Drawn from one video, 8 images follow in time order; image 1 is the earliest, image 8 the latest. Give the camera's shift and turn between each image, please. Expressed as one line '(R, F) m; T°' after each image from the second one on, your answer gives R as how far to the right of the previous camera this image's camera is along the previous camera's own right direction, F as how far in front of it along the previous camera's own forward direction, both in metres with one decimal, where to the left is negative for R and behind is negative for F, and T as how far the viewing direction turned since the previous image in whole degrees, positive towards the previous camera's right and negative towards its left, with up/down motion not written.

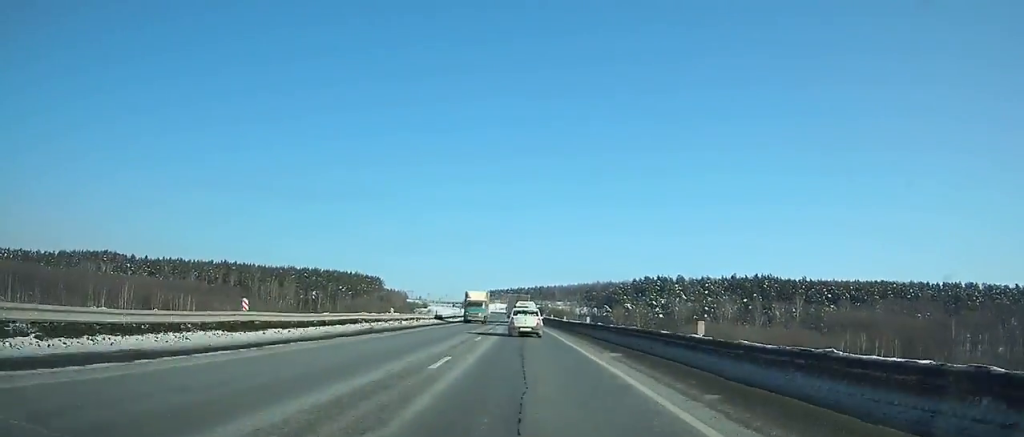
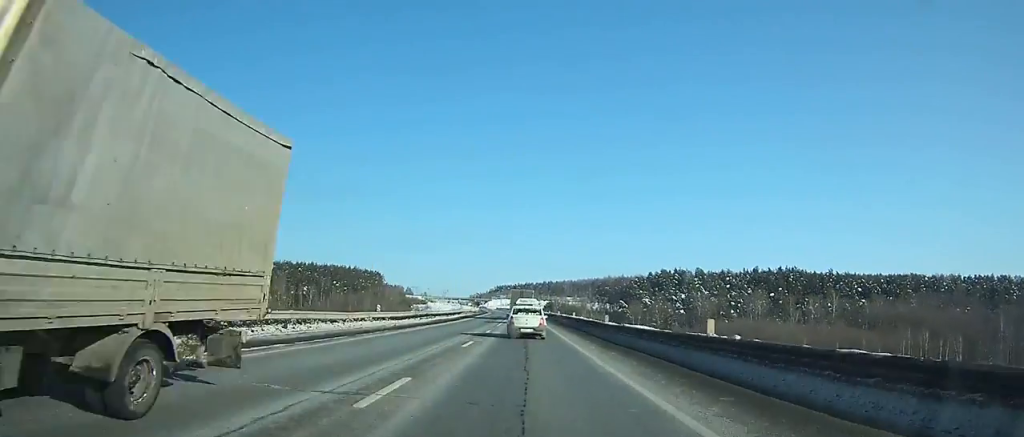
(-0.3, +27.9) m; -1°
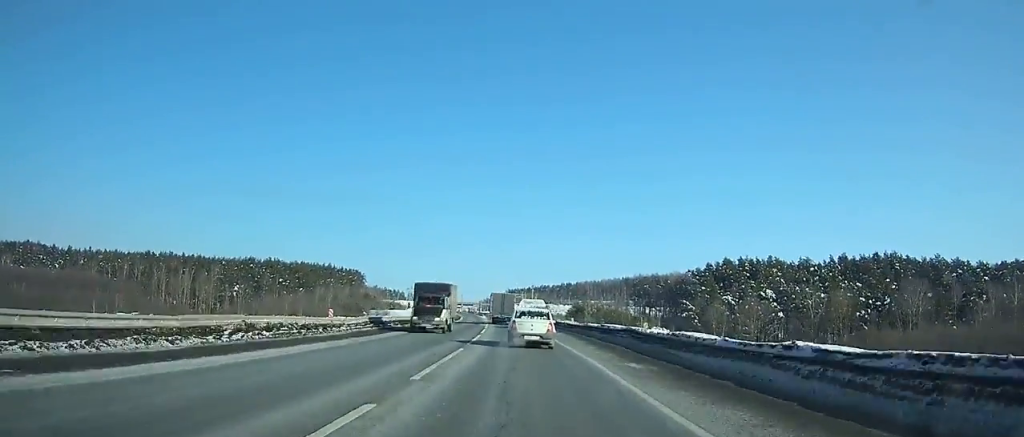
(-1.5, +105.7) m; -2°
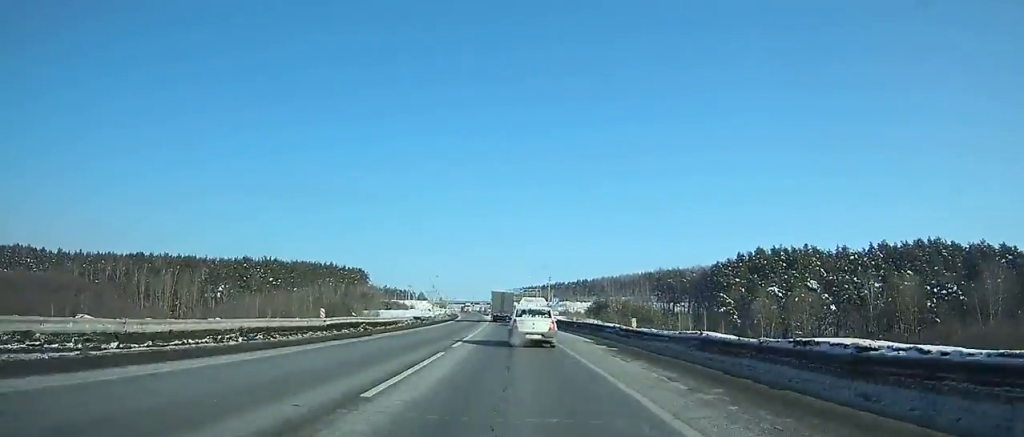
(+0.1, +27.2) m; -1°
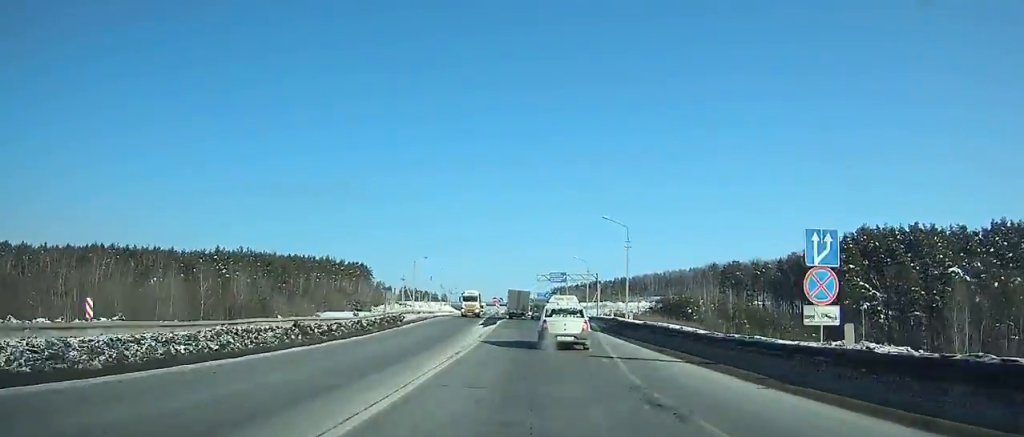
(-1.8, +67.4) m; -2°
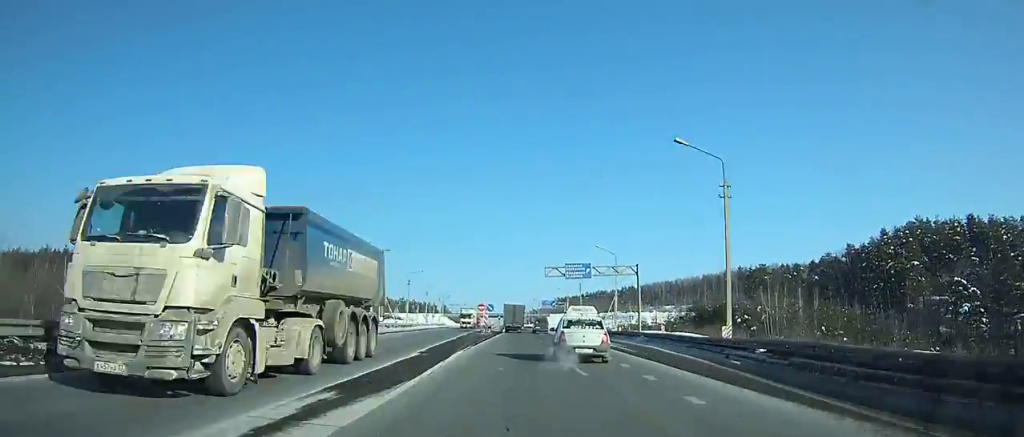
(-0.1, +30.7) m; 0°
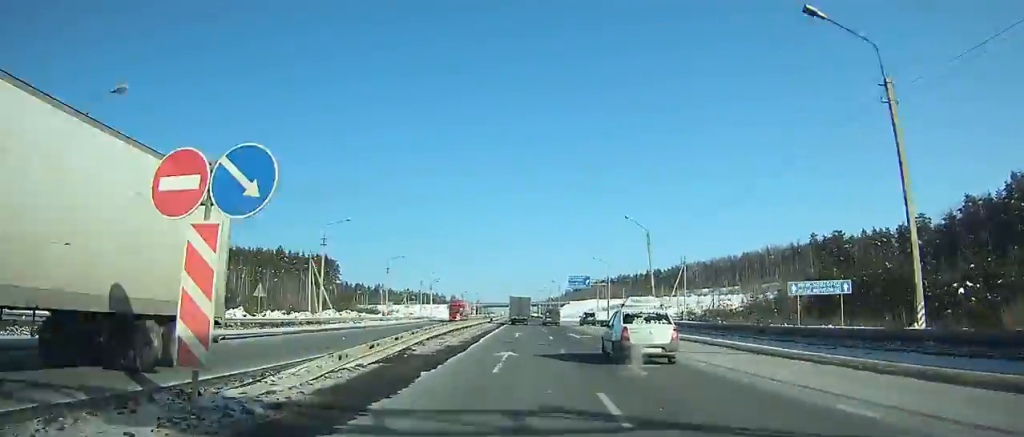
(-0.4, +56.8) m; -1°
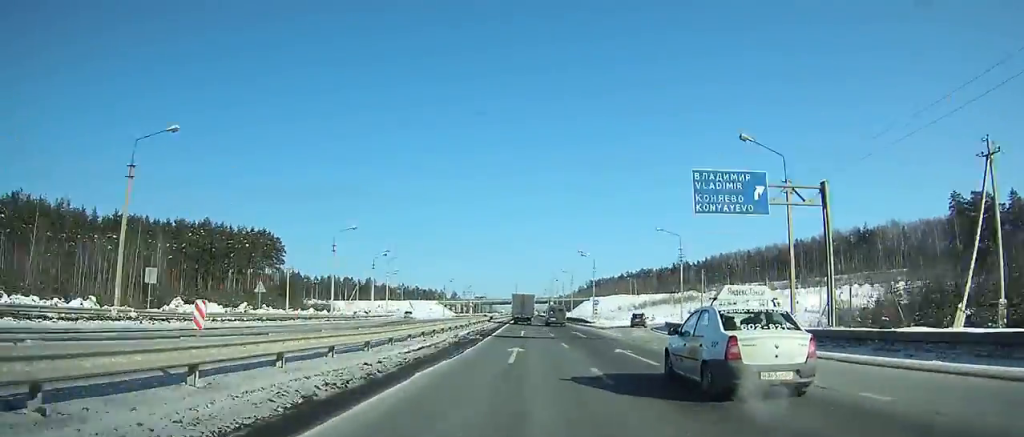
(-0.5, +68.8) m; -1°
